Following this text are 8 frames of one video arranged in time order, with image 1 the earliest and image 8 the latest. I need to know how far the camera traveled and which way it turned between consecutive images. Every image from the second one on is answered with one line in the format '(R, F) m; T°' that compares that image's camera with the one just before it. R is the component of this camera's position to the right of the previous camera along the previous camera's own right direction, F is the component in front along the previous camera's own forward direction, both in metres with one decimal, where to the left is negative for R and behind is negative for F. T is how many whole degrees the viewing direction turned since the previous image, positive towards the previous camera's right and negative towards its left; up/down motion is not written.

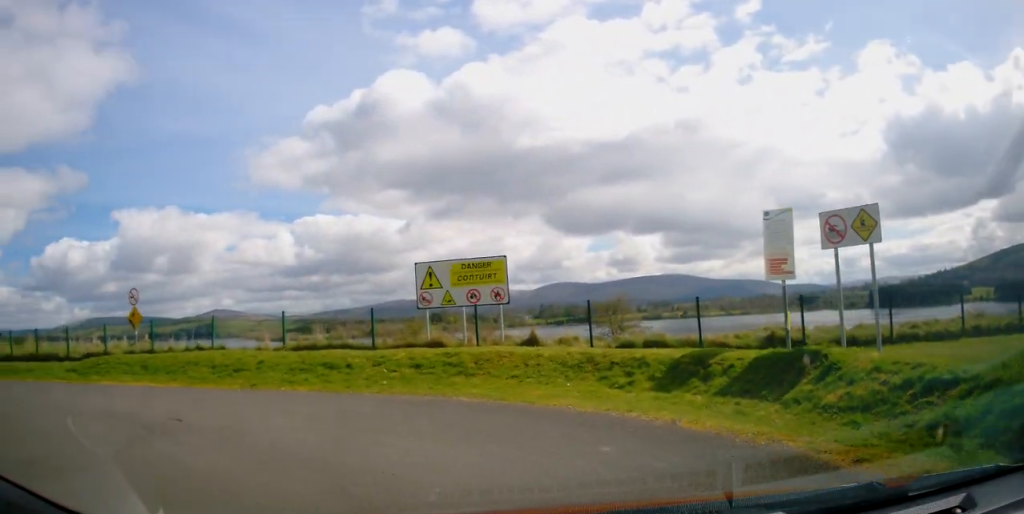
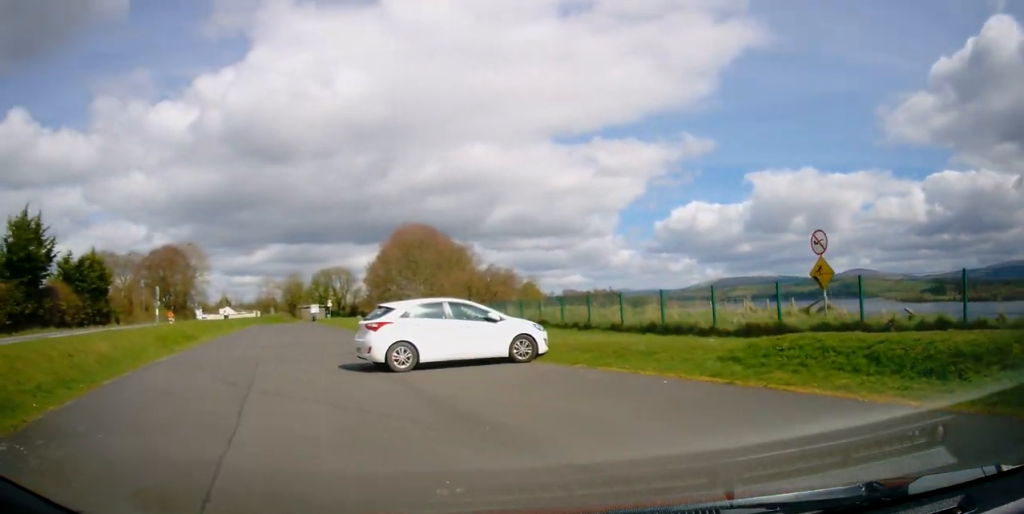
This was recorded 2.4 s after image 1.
(-3.8, +6.4) m; -54°
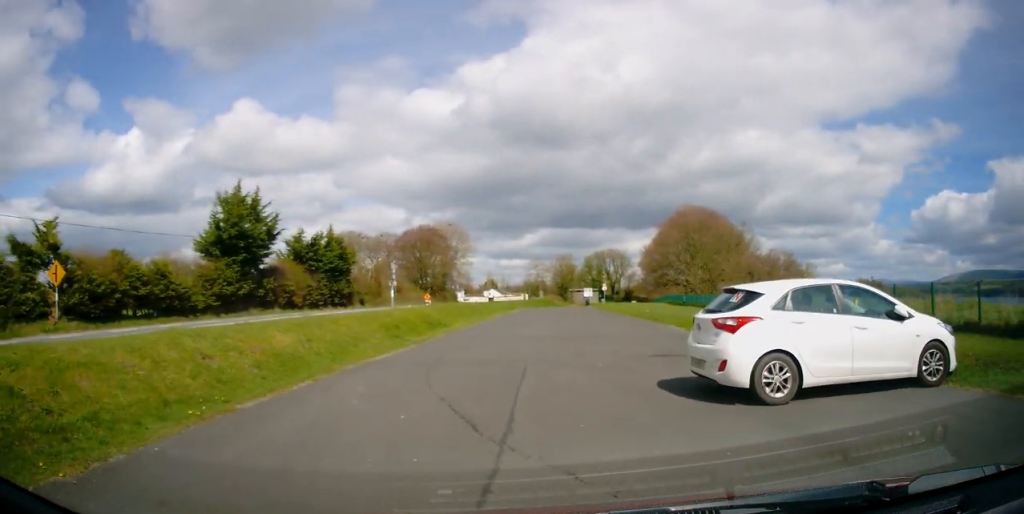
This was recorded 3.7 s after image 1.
(-1.1, +5.3) m; -15°
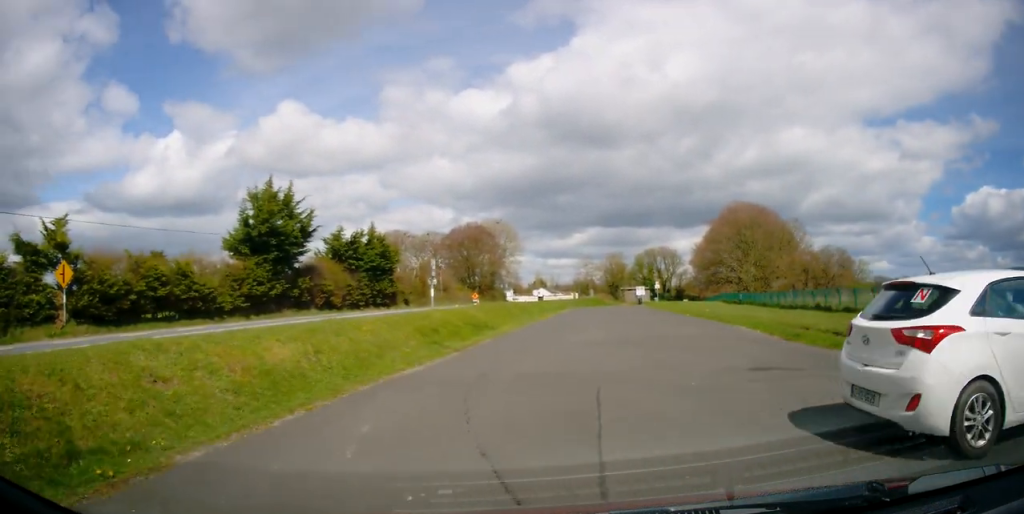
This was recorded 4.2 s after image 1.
(-0.1, +2.6) m; +1°
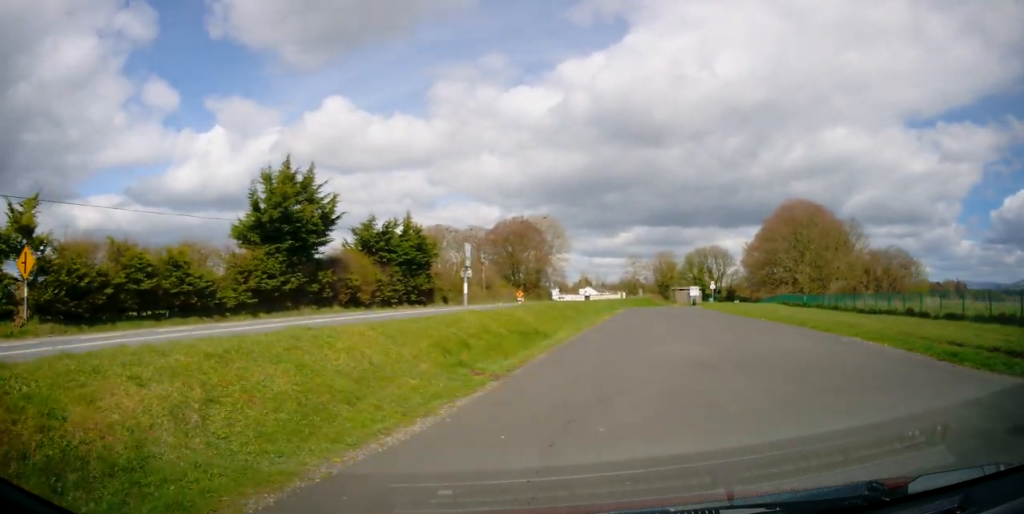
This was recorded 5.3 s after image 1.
(+0.1, +4.9) m; +10°
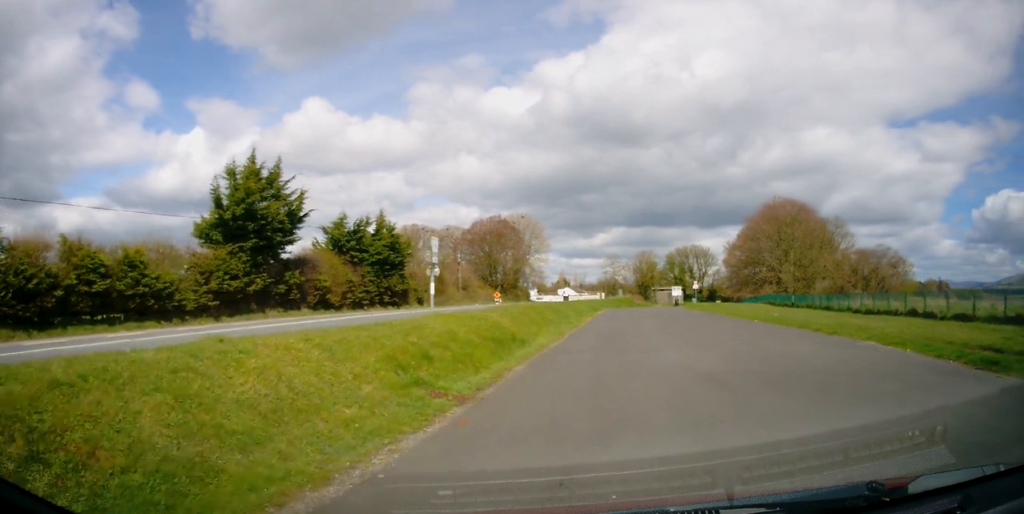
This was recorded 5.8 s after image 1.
(-0.1, +1.8) m; +7°
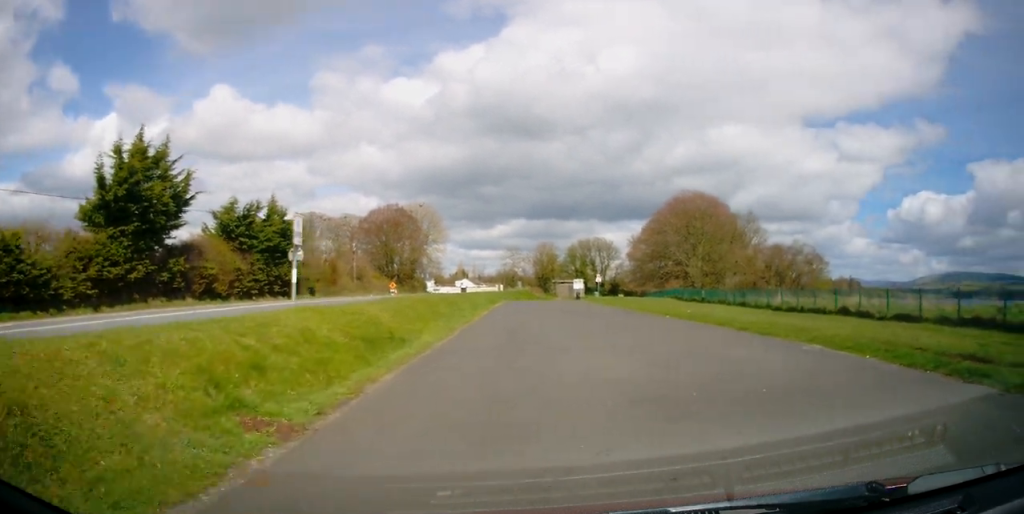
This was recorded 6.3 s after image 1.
(+0.4, +1.8) m; +16°
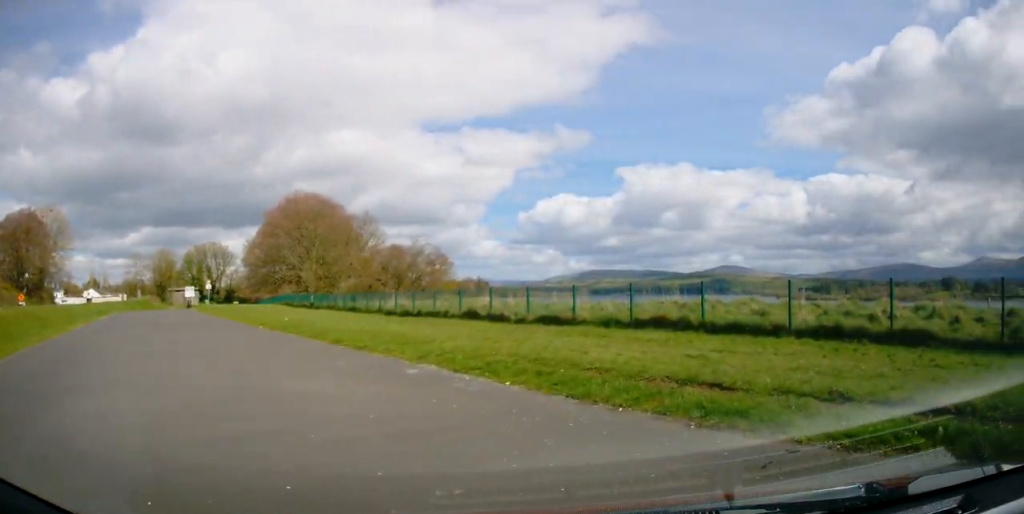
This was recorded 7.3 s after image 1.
(+0.9, +3.0) m; +30°
